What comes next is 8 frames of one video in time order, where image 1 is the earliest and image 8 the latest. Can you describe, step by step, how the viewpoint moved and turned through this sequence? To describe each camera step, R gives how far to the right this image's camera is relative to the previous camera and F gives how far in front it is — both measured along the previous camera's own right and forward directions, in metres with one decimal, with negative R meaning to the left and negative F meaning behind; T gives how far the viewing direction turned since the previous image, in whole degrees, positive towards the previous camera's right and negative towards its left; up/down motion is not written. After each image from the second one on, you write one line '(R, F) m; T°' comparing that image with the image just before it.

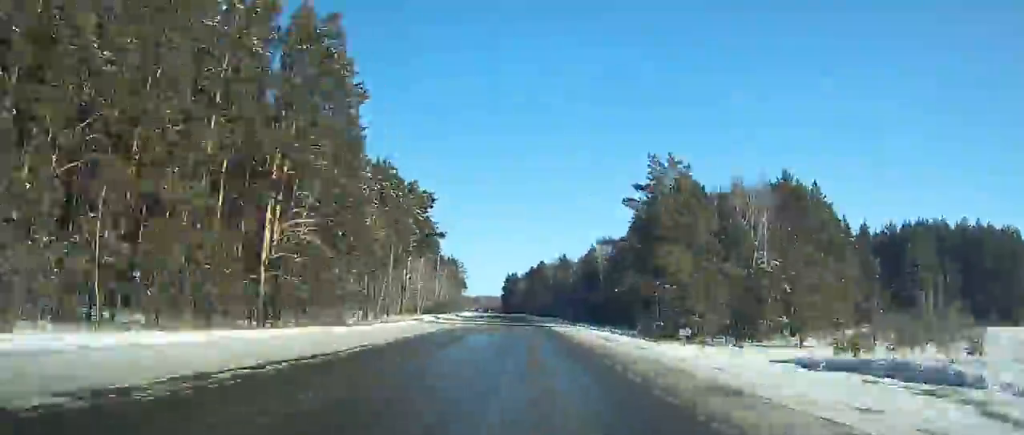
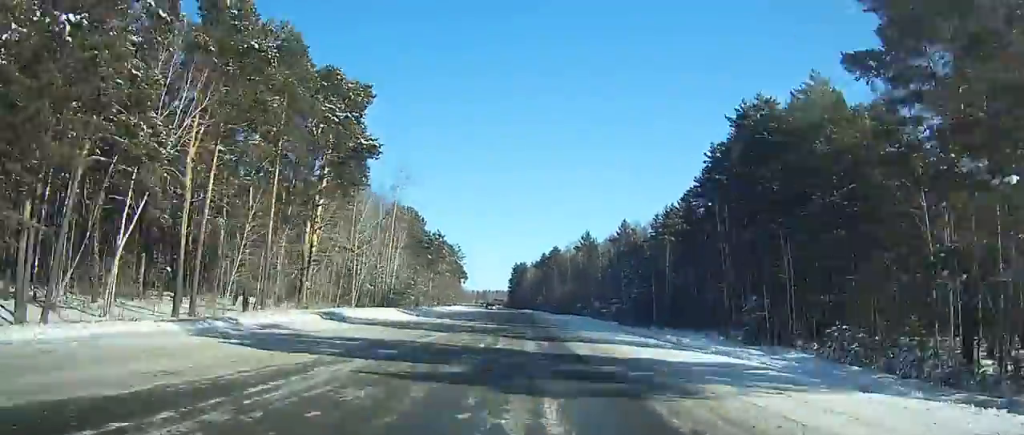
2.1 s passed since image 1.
(-0.4, +44.9) m; -1°
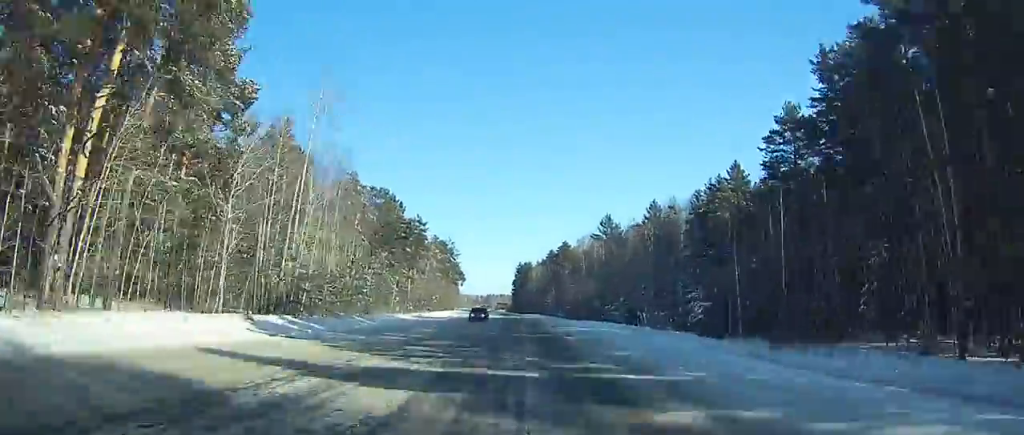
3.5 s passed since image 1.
(-0.4, +29.5) m; -1°
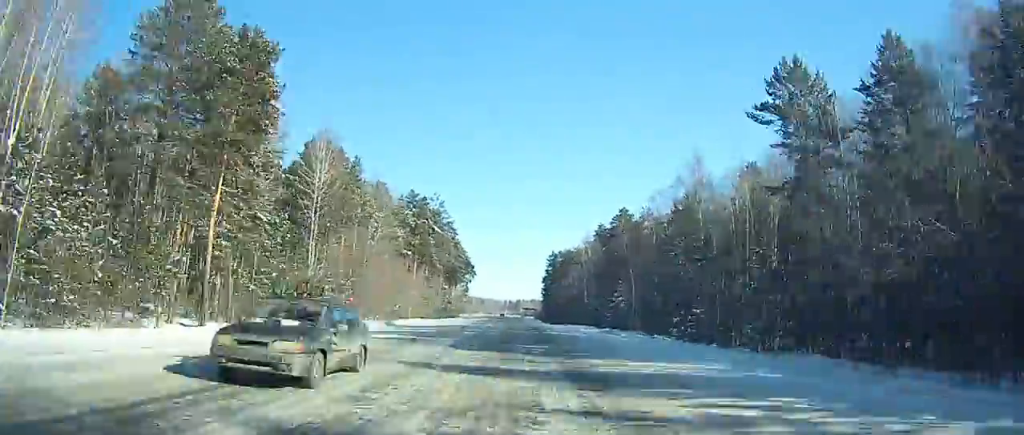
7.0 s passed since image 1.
(-2.3, +72.9) m; -3°
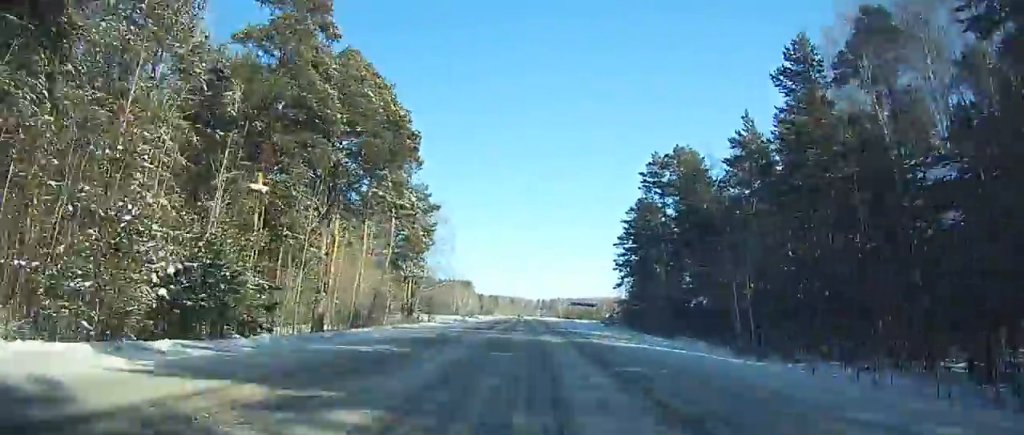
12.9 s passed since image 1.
(-3.1, +123.0) m; -3°
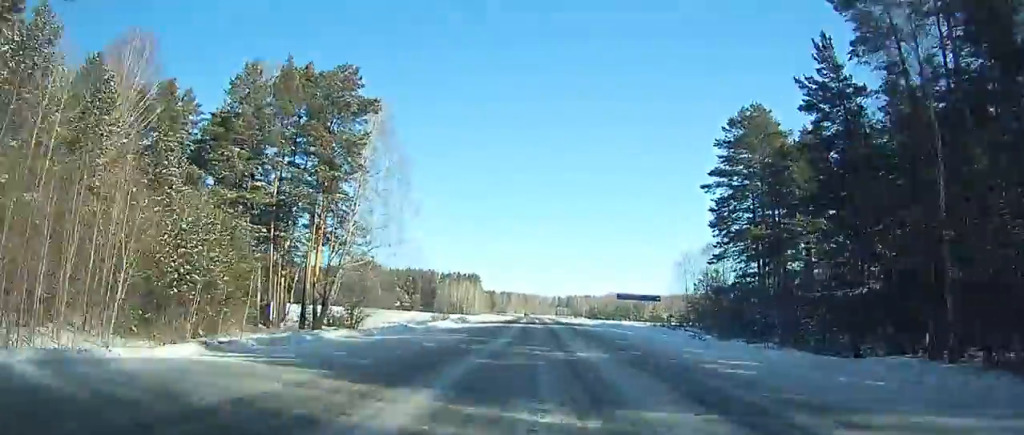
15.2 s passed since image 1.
(-0.5, +48.8) m; -1°
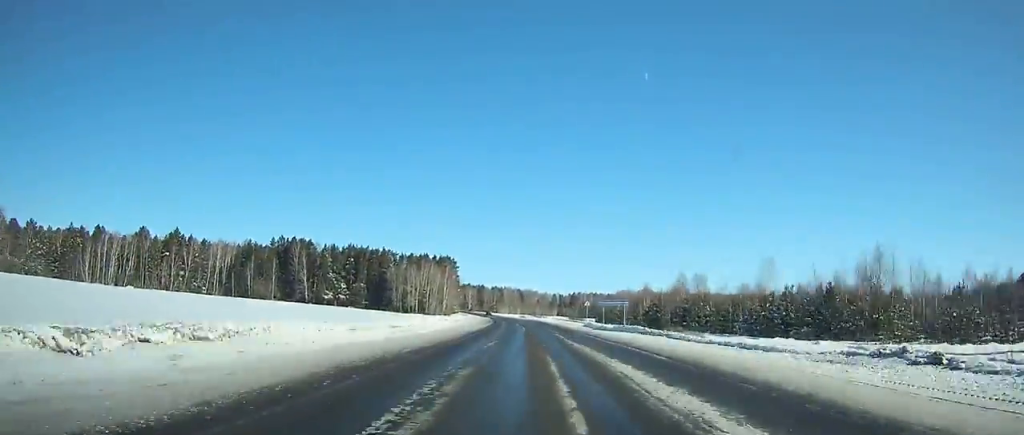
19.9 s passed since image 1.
(-1.0, +100.8) m; -1°
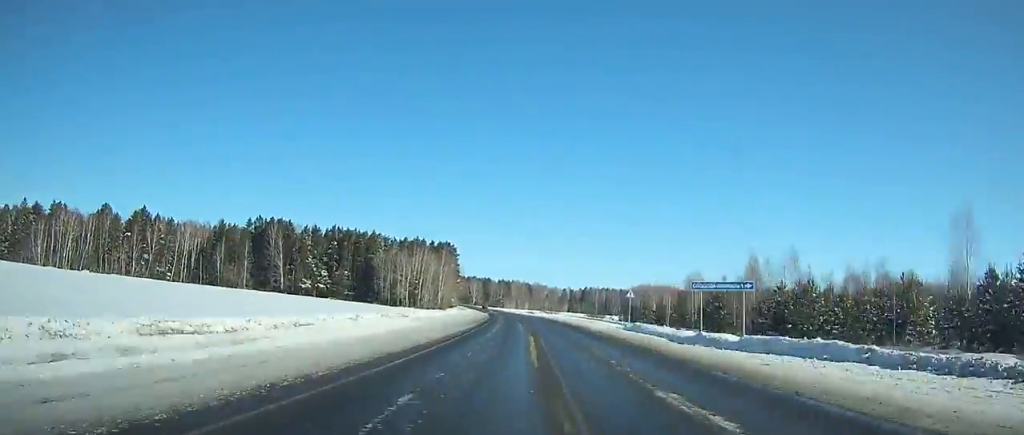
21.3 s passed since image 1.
(-0.1, +30.1) m; 0°
